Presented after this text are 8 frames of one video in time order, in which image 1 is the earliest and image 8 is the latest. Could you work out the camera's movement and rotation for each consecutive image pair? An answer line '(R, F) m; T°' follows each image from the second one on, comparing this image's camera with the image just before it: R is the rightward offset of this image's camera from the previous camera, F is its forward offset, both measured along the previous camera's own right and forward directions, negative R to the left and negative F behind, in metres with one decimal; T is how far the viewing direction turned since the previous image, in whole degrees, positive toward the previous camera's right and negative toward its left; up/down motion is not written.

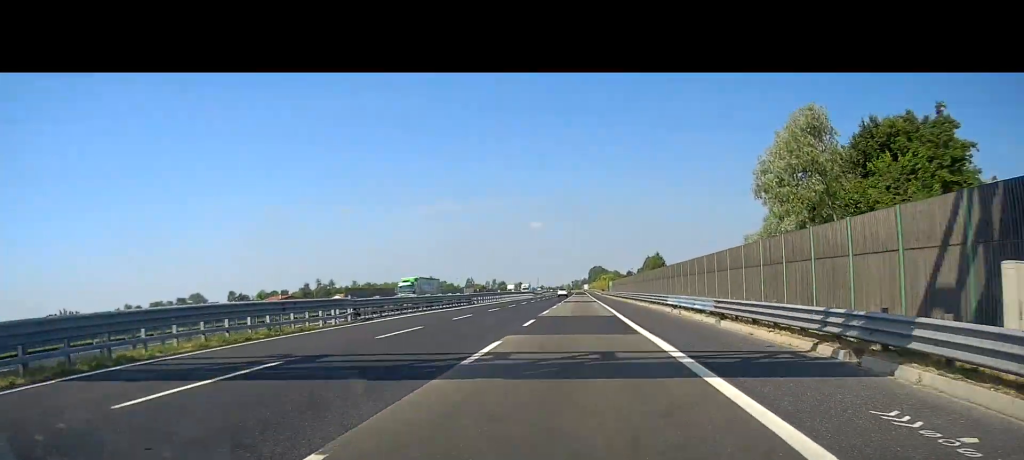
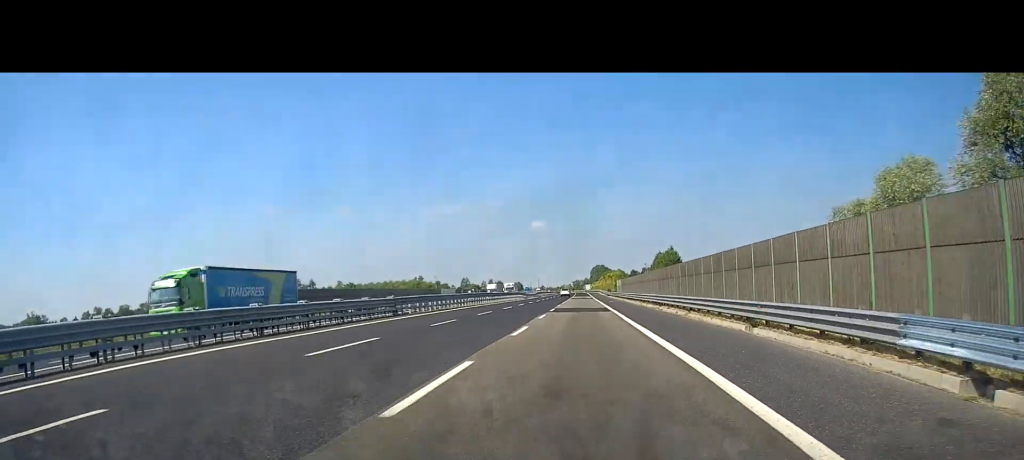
(+0.2, +27.9) m; 0°
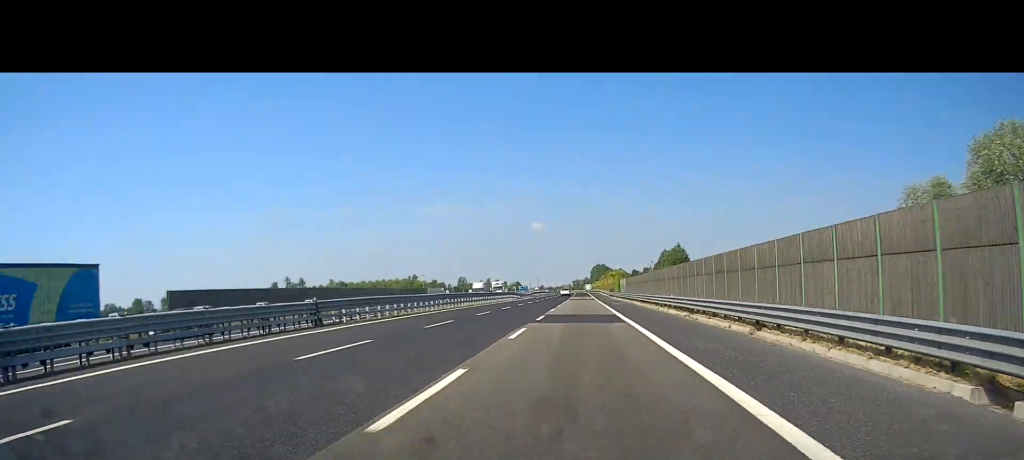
(0.0, +12.2) m; 0°
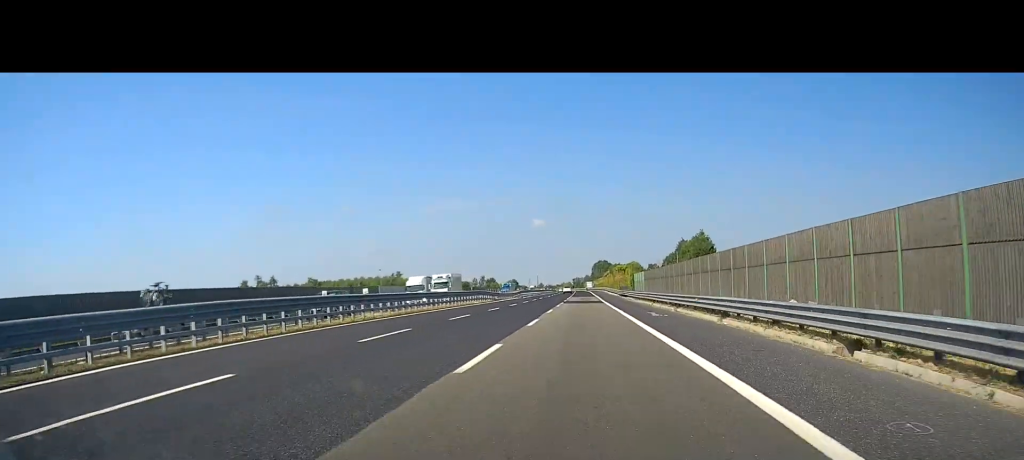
(-0.2, +30.3) m; 0°
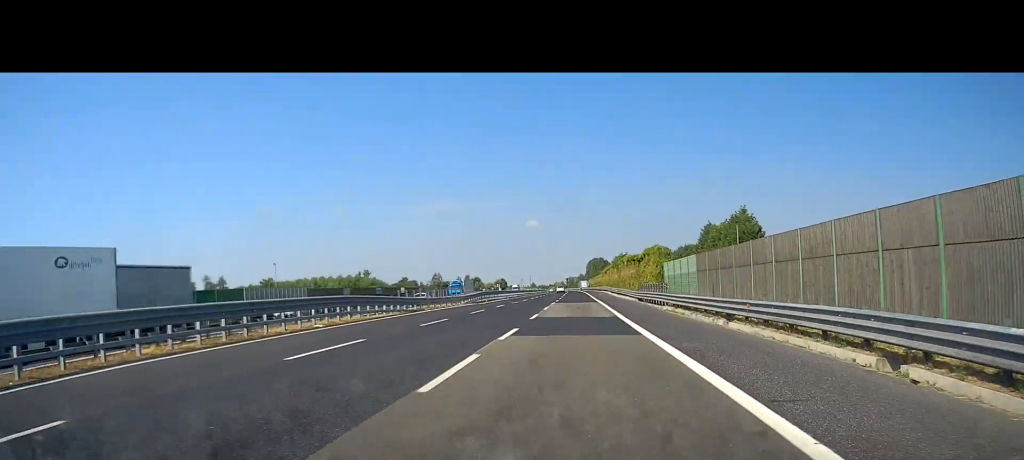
(+0.6, +36.9) m; 0°
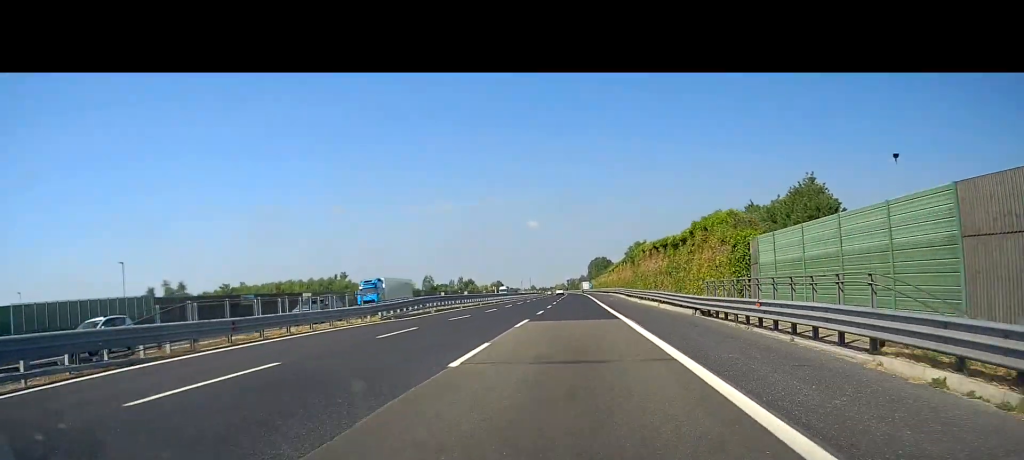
(-0.6, +27.5) m; -1°
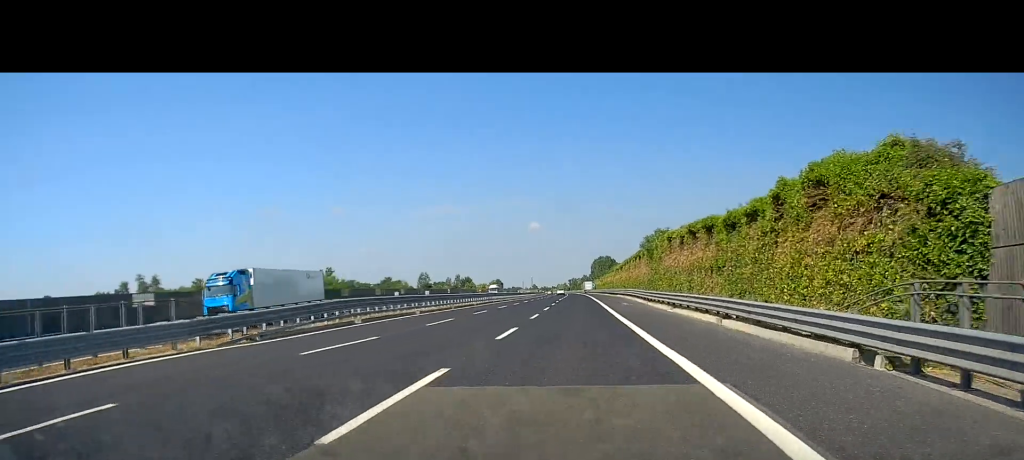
(+0.2, +16.4) m; 0°
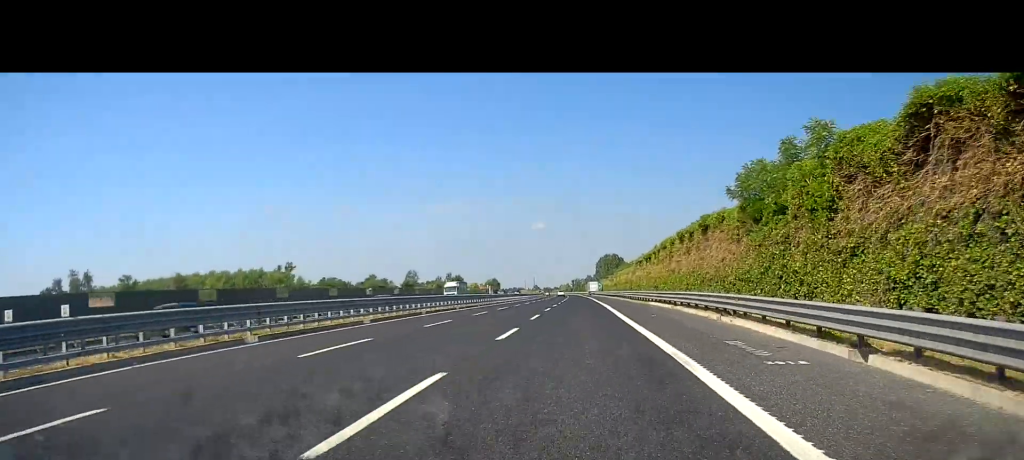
(-0.2, +34.7) m; -1°
